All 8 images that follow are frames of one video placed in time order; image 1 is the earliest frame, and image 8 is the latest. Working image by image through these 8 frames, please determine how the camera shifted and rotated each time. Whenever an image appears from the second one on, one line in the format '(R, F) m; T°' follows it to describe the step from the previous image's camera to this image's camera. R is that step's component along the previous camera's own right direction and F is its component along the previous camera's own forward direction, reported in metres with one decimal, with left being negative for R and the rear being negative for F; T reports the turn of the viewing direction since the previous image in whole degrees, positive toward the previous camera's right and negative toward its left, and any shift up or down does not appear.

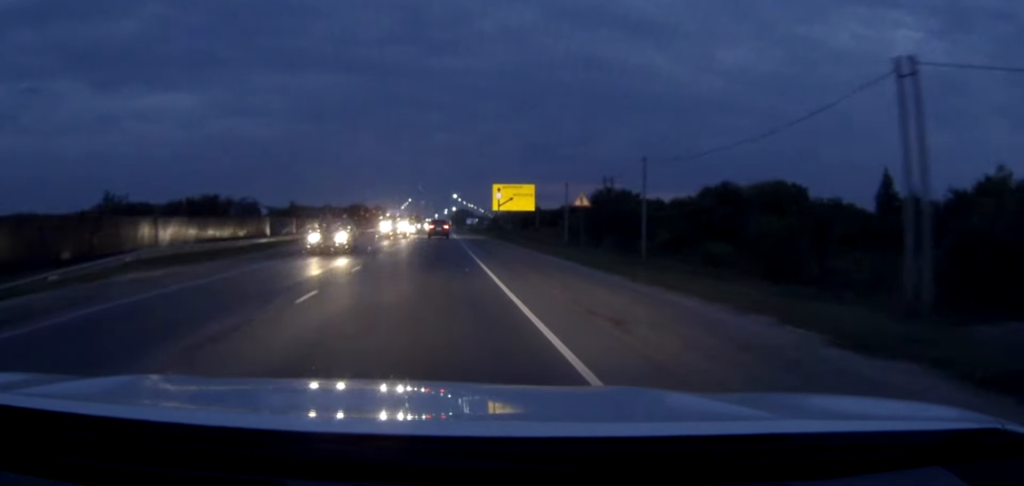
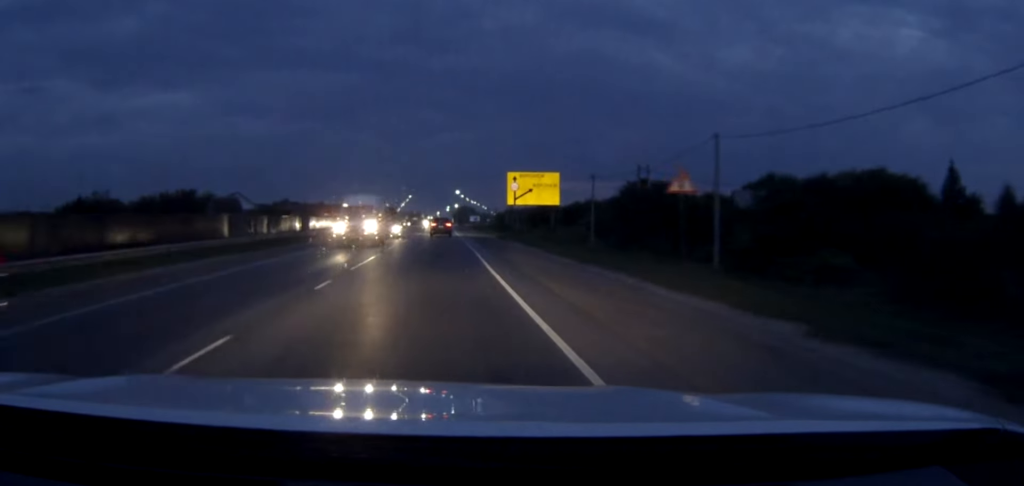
(0.0, +14.1) m; 0°
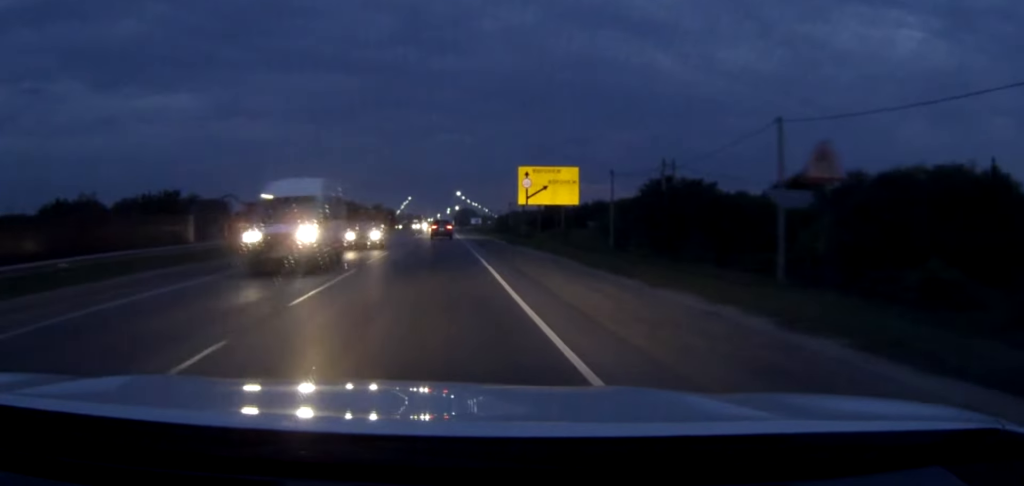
(0.0, +7.9) m; 0°
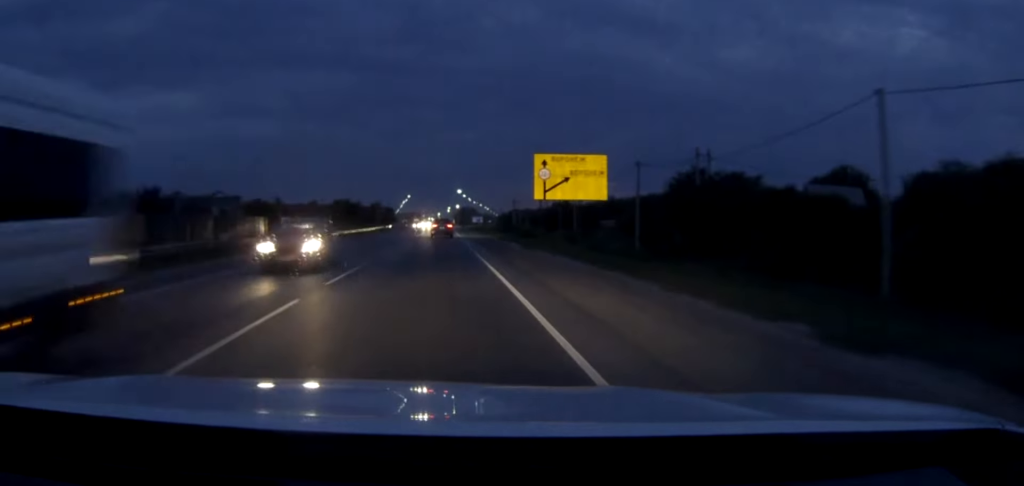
(0.0, +8.5) m; 0°
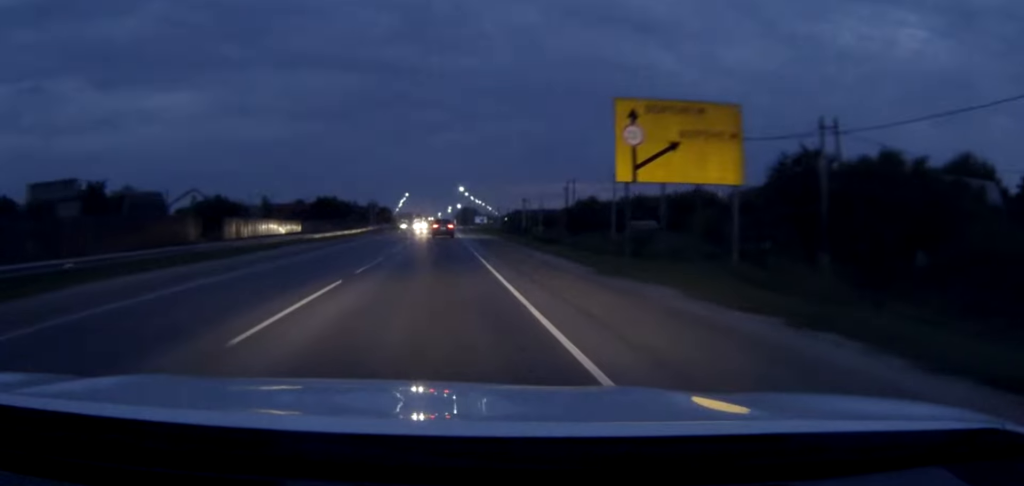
(0.0, +19.1) m; 0°
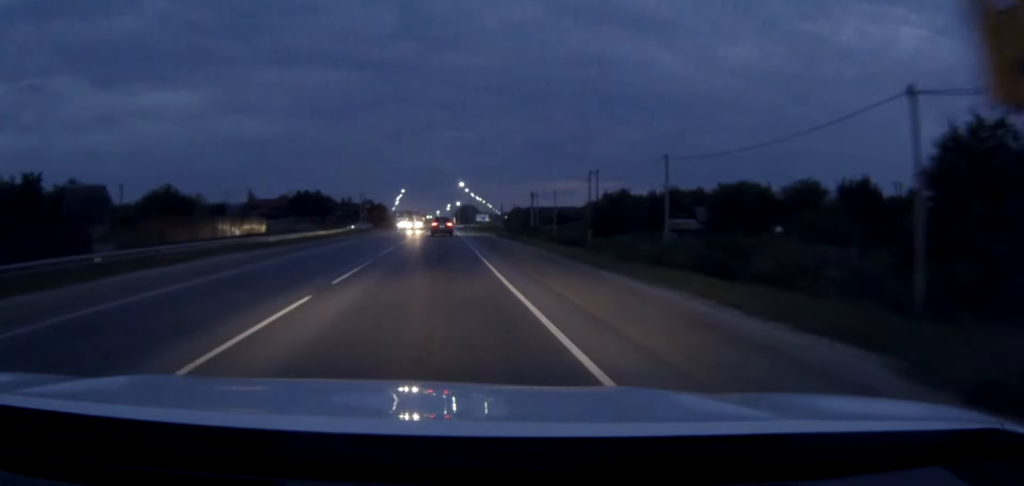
(0.0, +15.9) m; 0°
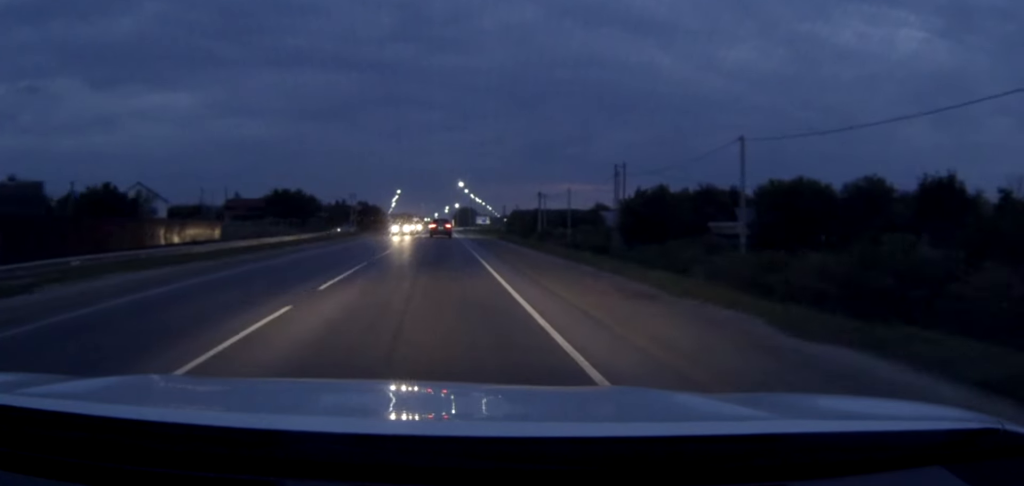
(+0.1, +13.4) m; 0°
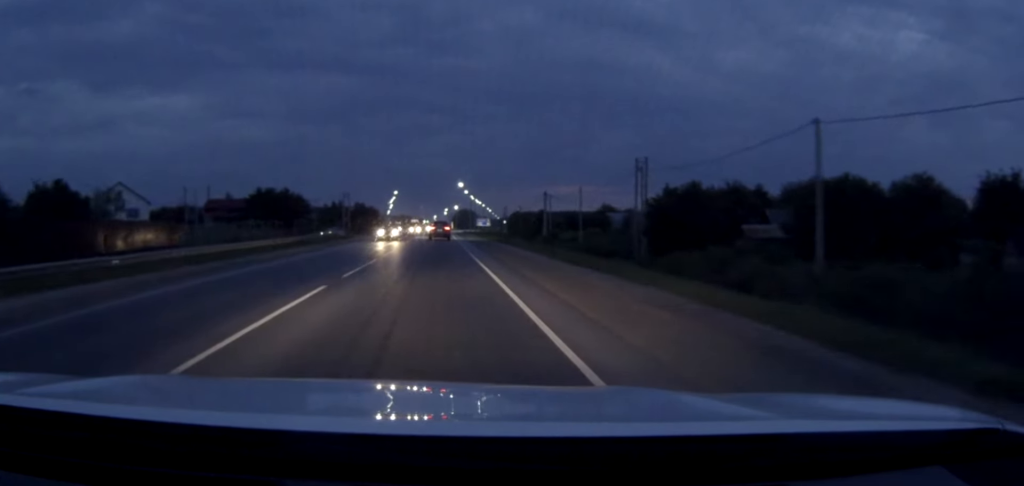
(0.0, +8.1) m; 0°
